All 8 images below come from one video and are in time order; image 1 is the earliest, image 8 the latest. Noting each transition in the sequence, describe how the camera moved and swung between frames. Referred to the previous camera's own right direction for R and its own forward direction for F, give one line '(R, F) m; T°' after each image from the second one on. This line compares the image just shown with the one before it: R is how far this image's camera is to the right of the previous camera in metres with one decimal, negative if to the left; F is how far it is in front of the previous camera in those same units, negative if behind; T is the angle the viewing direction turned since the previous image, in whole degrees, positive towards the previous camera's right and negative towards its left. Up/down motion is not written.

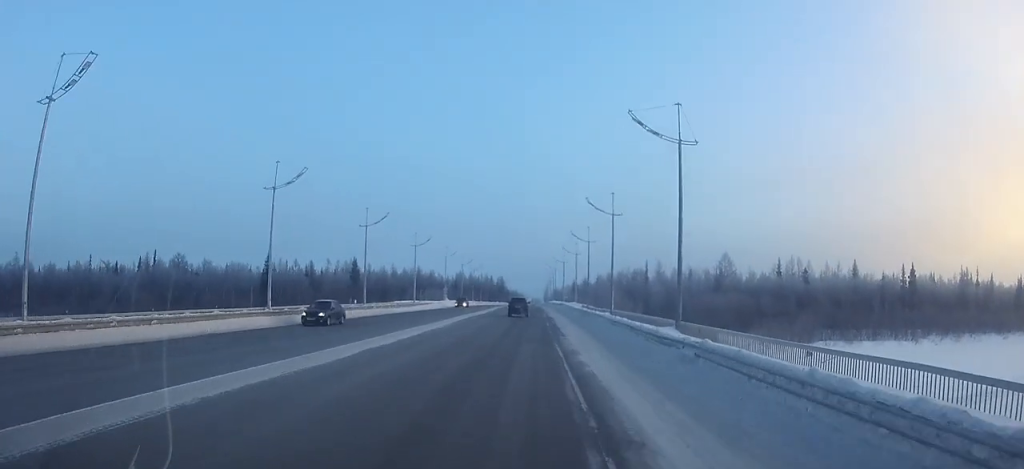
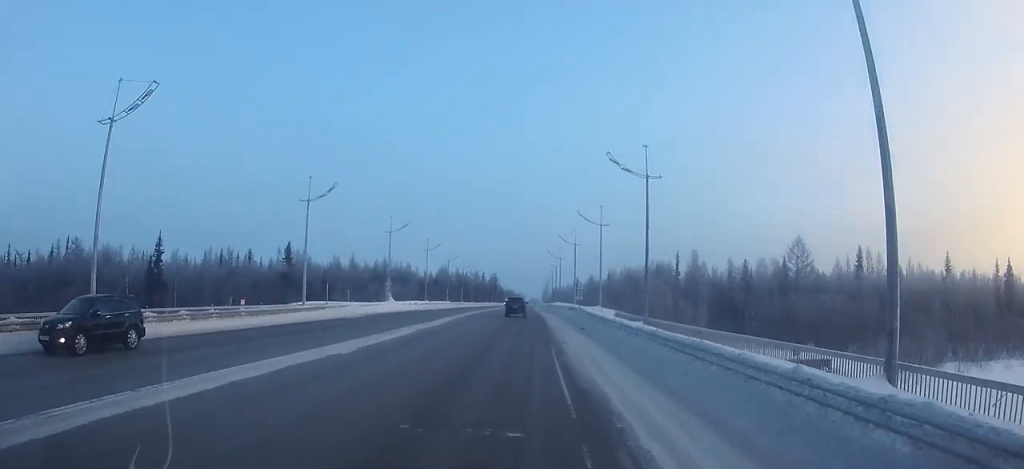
(0.0, +42.9) m; 0°
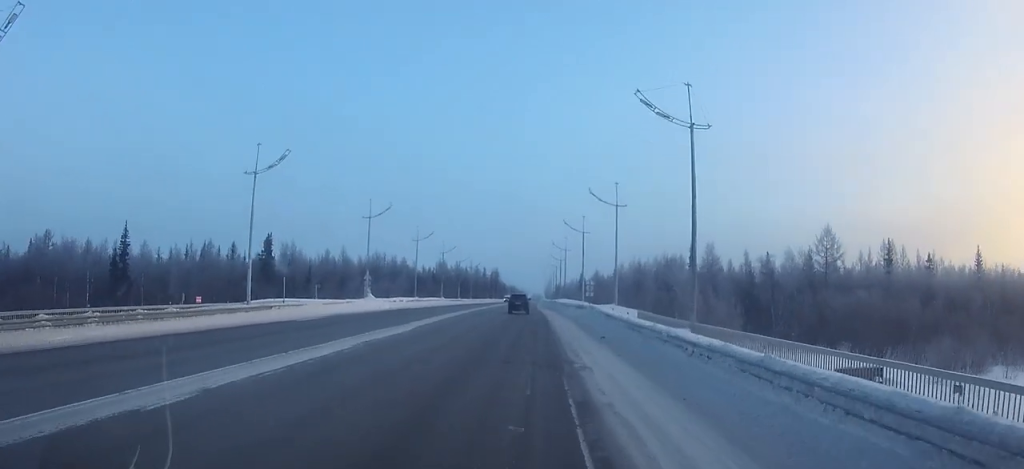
(0.0, +10.3) m; 0°
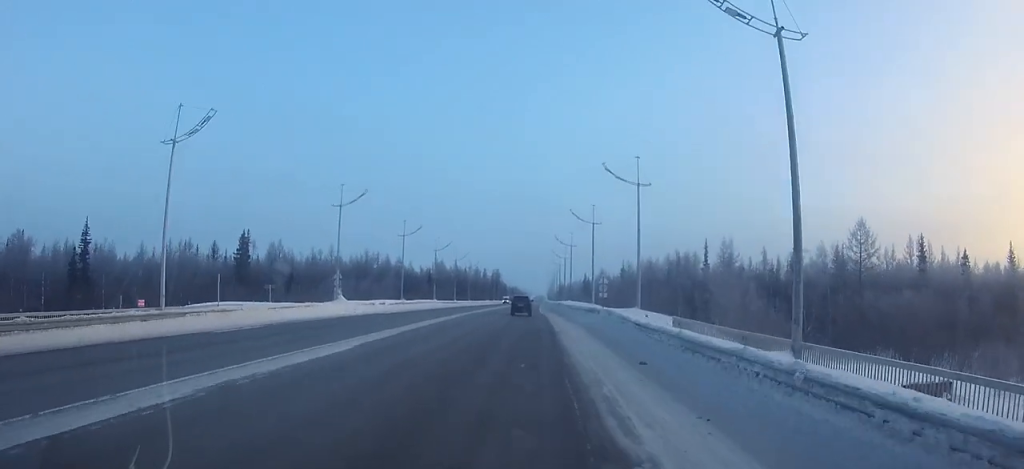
(0.0, +10.3) m; 0°
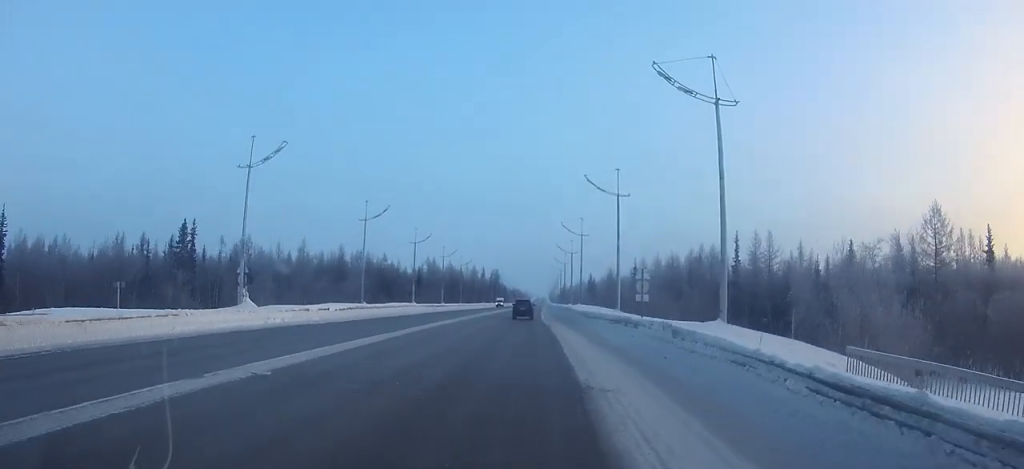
(0.0, +18.4) m; 0°
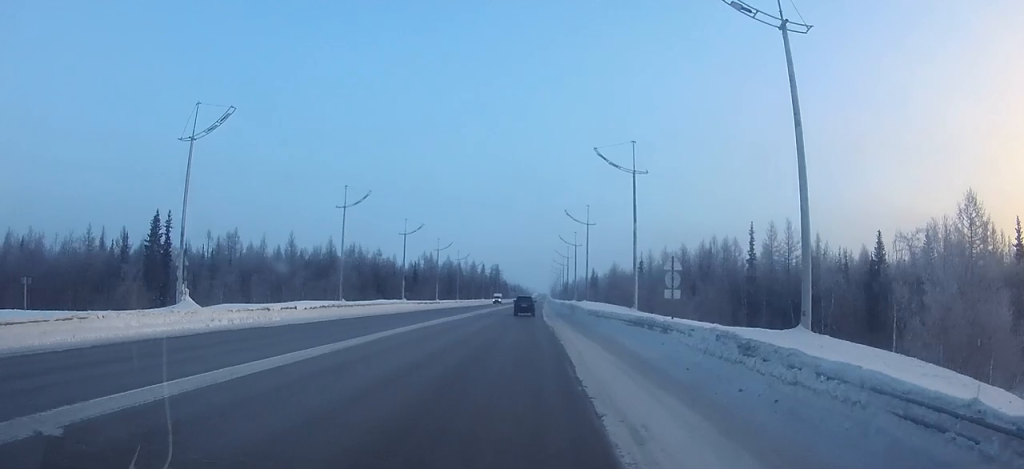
(0.0, +7.0) m; 0°
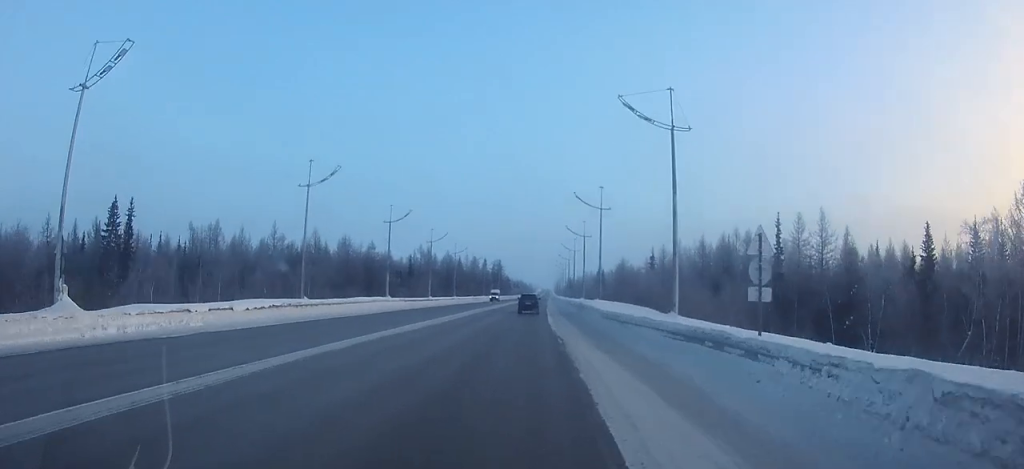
(0.0, +9.7) m; 0°
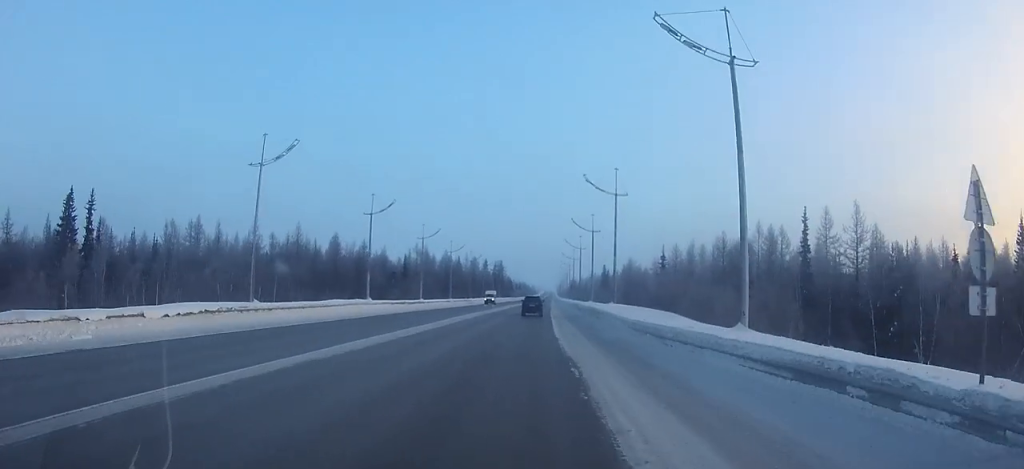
(0.0, +8.7) m; 0°
